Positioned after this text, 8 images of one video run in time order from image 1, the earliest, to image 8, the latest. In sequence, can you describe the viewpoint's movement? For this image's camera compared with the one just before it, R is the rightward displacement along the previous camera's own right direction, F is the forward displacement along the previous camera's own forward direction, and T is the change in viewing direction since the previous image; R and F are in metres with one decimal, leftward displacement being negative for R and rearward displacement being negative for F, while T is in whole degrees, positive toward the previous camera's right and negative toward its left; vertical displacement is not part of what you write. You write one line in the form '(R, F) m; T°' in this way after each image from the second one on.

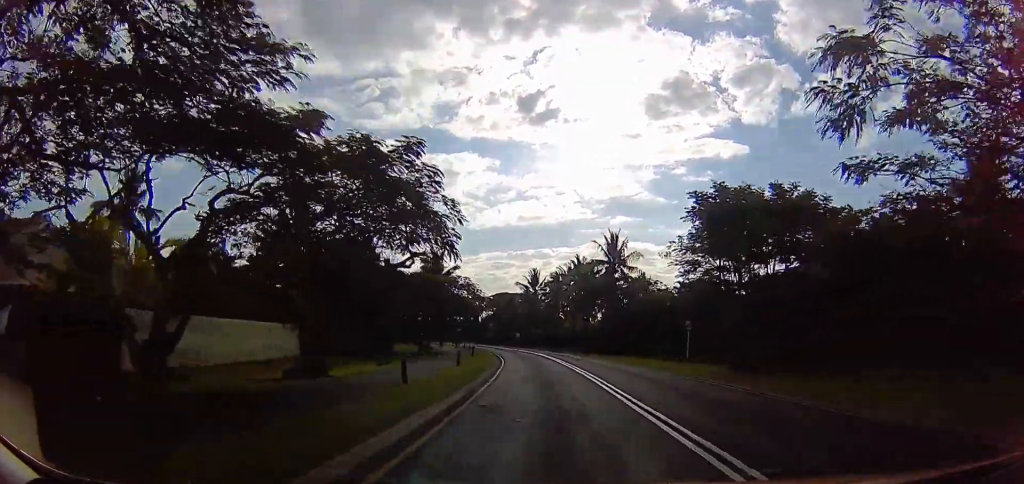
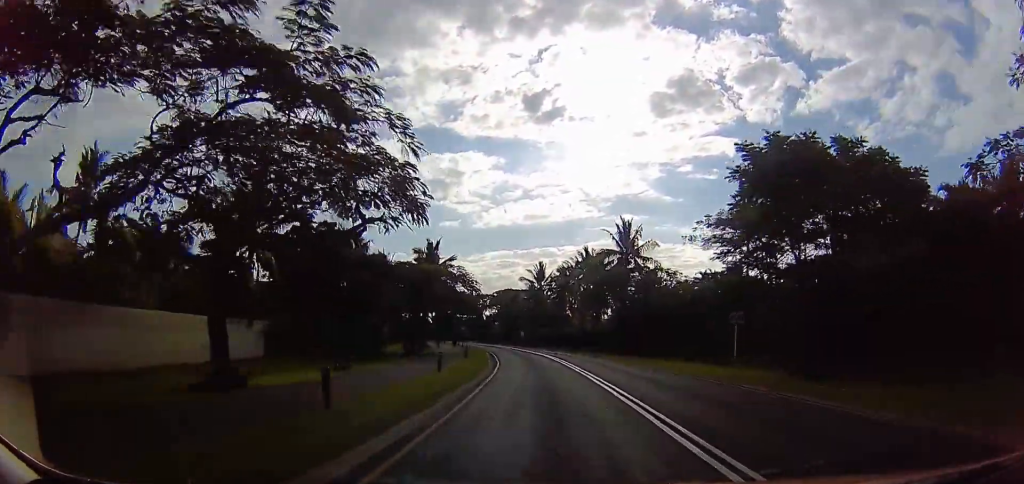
(-0.1, +6.1) m; -1°
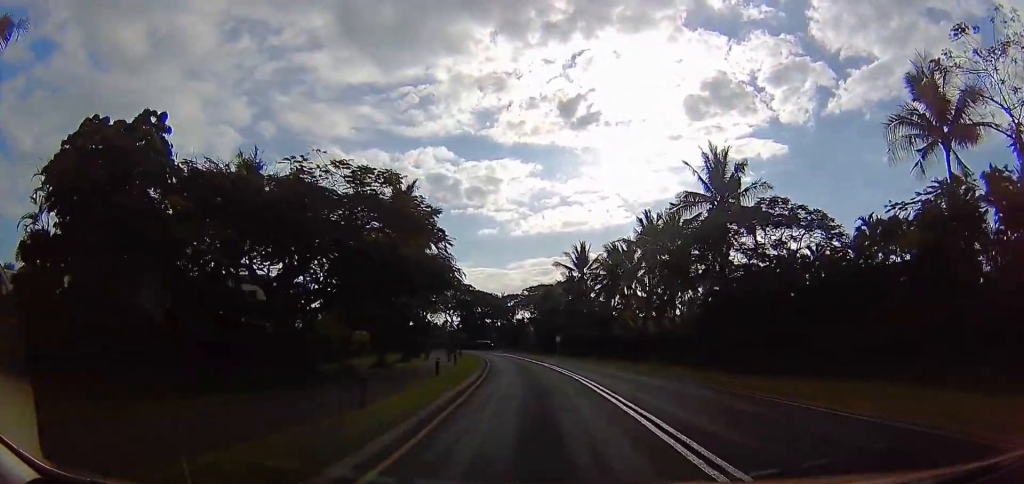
(-0.6, +22.4) m; -7°
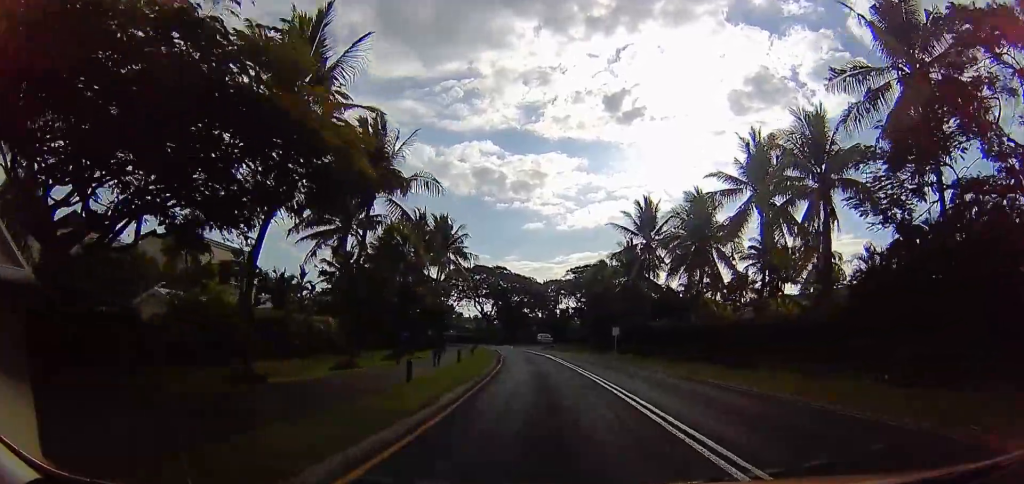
(-1.3, +17.7) m; -4°
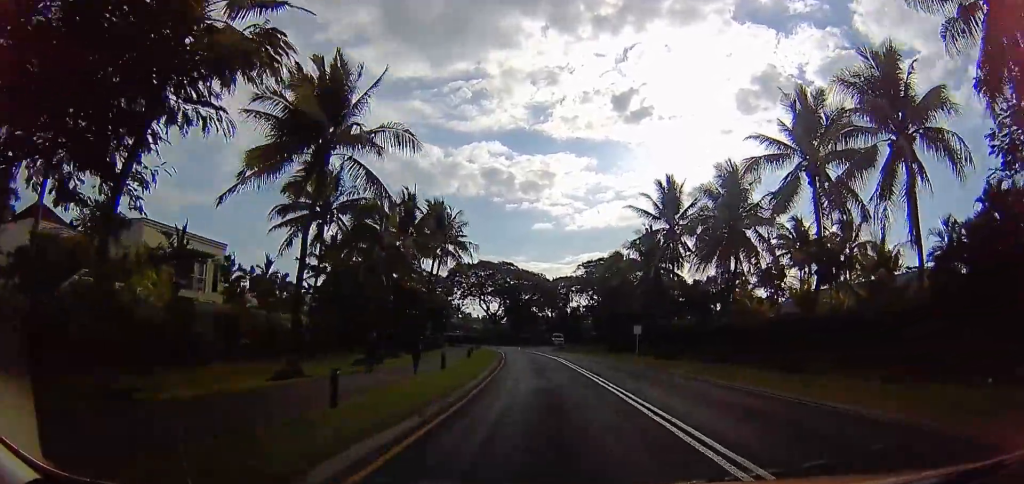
(0.0, +5.6) m; 0°
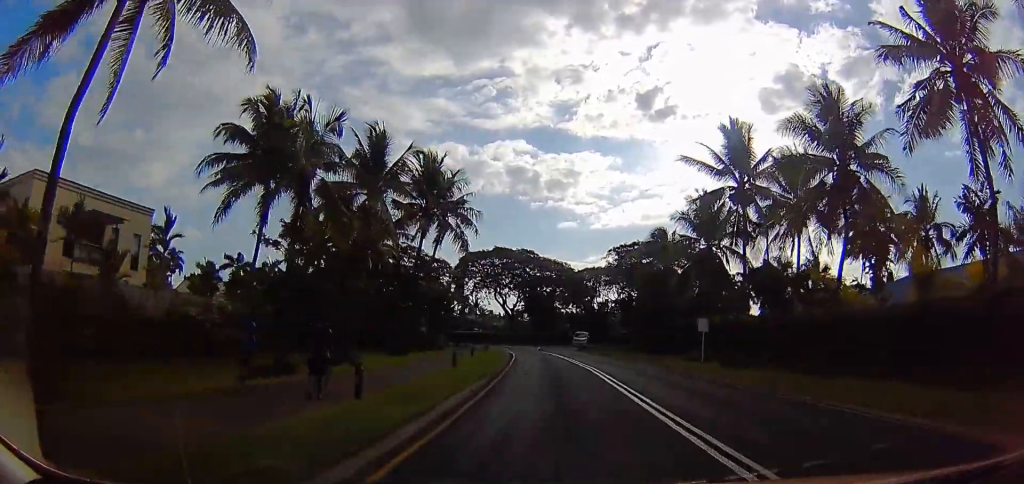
(0.0, +10.1) m; -2°
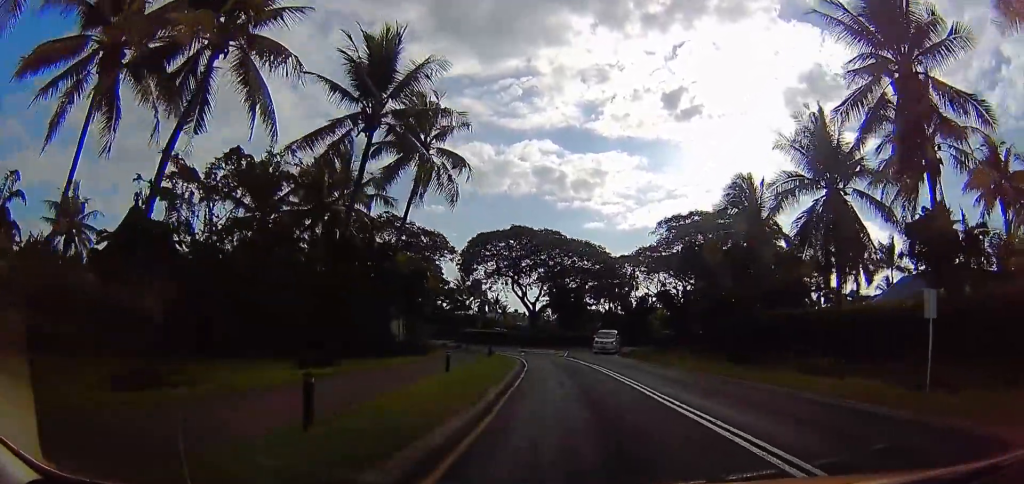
(-0.7, +13.0) m; -6°
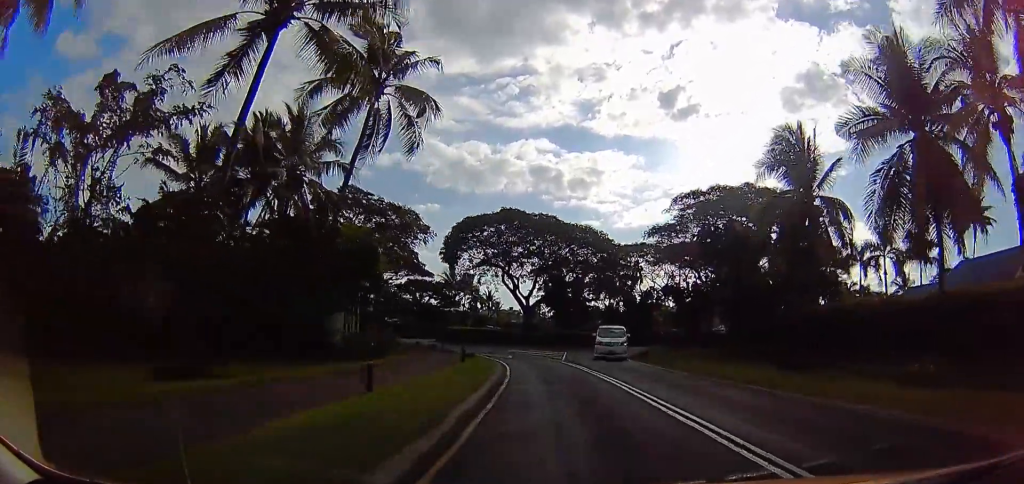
(-0.1, +6.1) m; -1°
